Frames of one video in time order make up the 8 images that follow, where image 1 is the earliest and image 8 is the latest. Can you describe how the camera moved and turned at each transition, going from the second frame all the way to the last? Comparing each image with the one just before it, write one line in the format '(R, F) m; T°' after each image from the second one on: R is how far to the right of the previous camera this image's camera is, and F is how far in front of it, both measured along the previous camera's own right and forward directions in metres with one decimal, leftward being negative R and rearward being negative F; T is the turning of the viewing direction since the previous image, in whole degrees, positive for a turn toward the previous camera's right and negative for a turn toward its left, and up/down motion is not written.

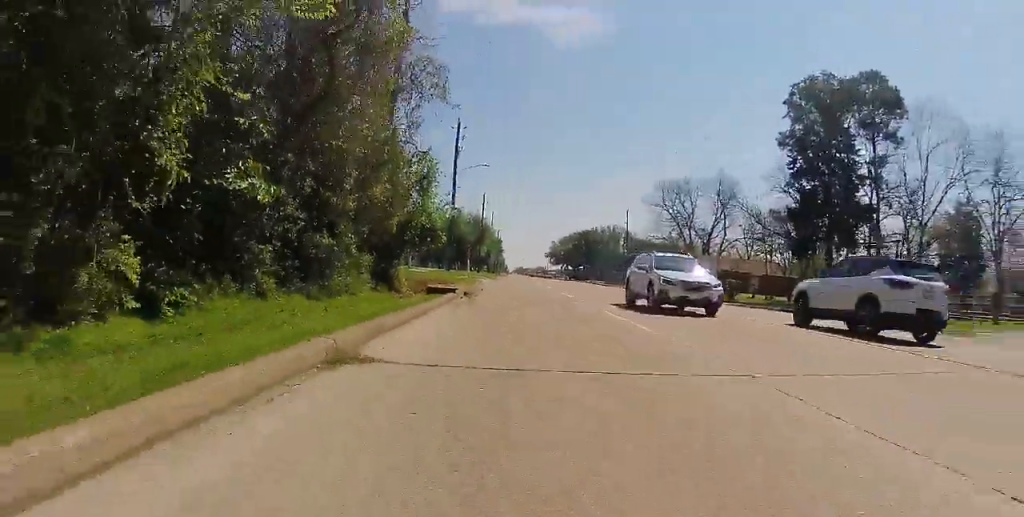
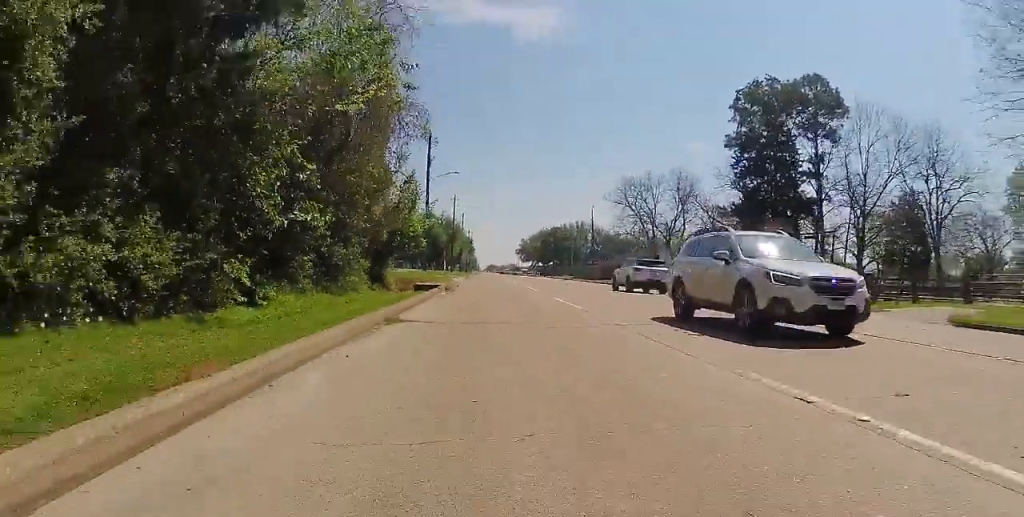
(-0.2, +4.2) m; +1°
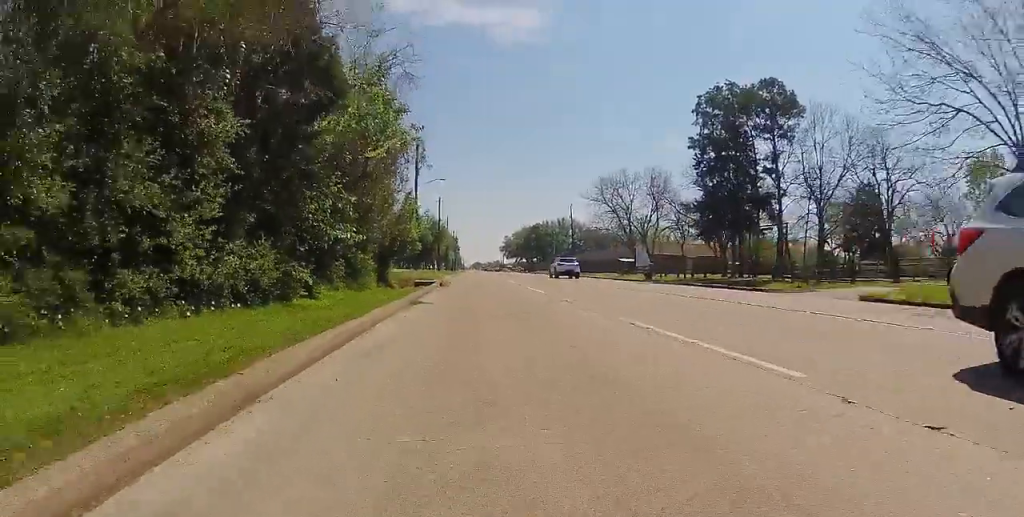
(+0.2, +4.5) m; +7°
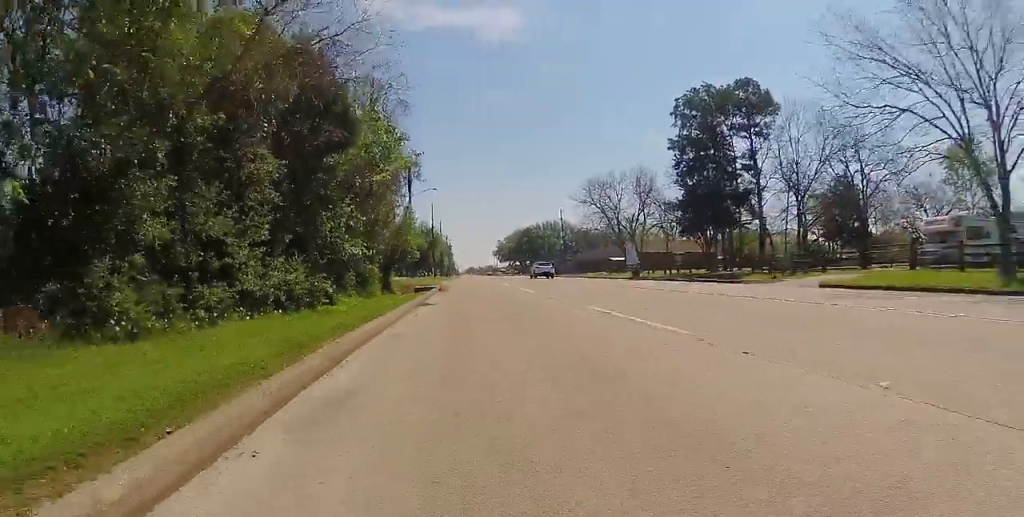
(+0.1, +2.4) m; +1°
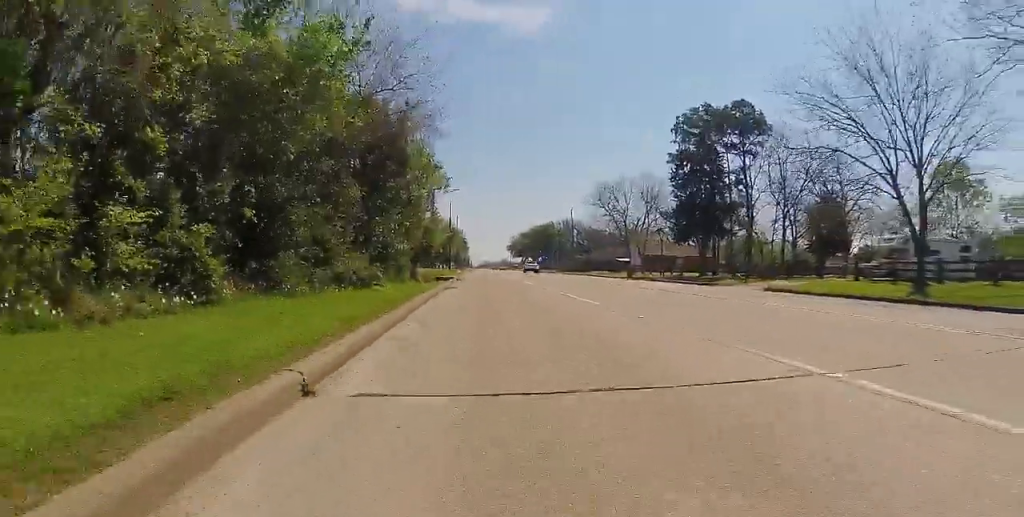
(+0.3, +5.9) m; -1°
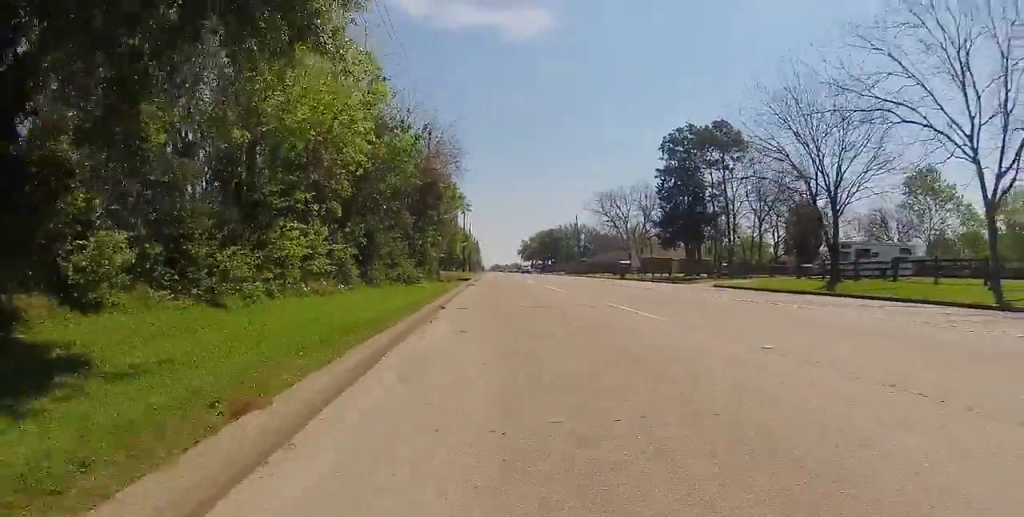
(-0.6, +8.5) m; -4°
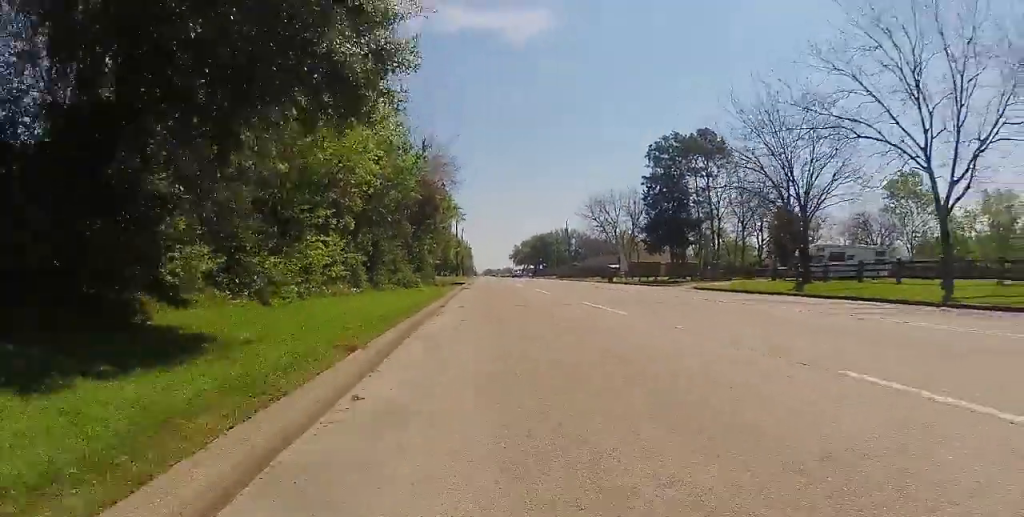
(0.0, +2.6) m; -1°
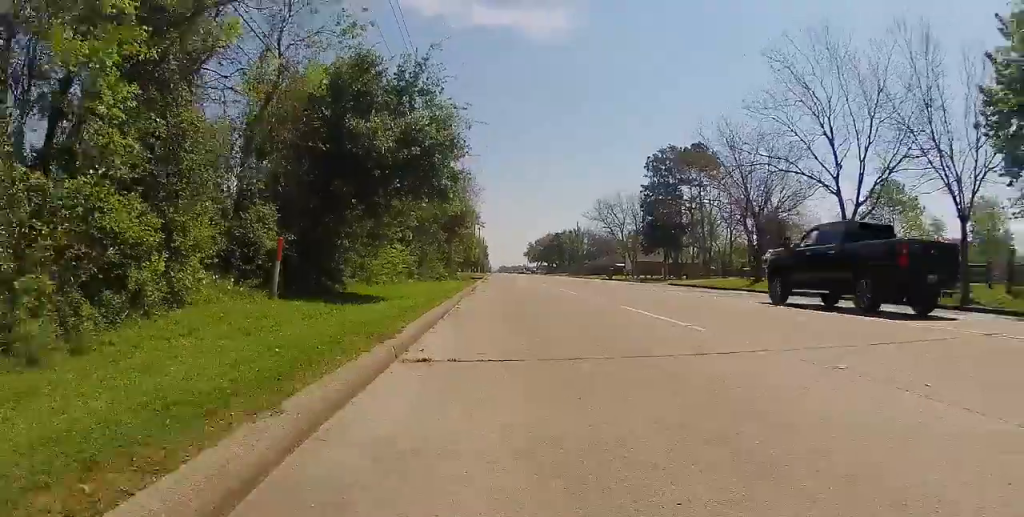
(-0.6, +8.9) m; -4°
